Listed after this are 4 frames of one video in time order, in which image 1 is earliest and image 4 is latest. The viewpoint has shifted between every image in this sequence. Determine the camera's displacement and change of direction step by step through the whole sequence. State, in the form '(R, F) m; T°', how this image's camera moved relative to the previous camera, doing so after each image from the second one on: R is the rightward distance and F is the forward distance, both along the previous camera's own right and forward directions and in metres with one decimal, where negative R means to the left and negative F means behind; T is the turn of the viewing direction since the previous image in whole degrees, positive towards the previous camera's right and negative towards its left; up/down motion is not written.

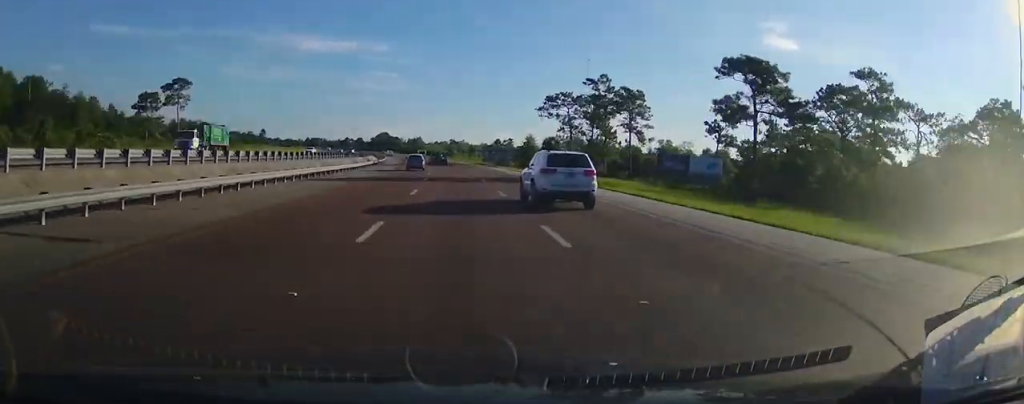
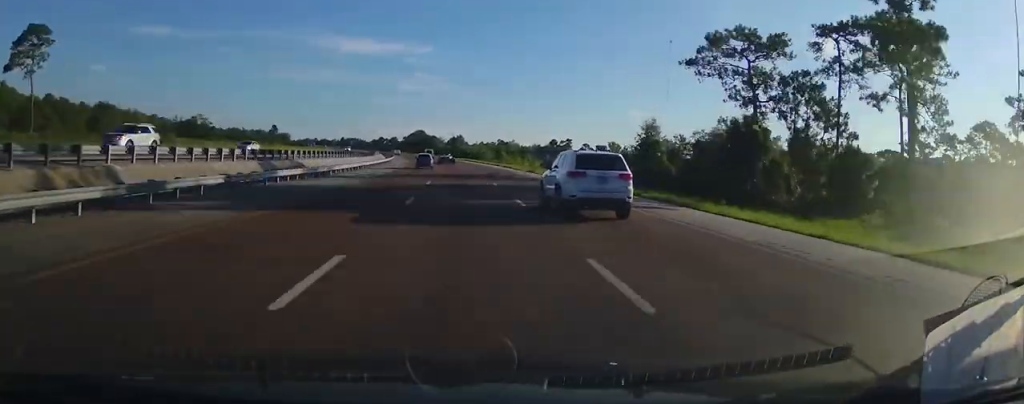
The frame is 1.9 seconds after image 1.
(-4.4, +65.6) m; -4°
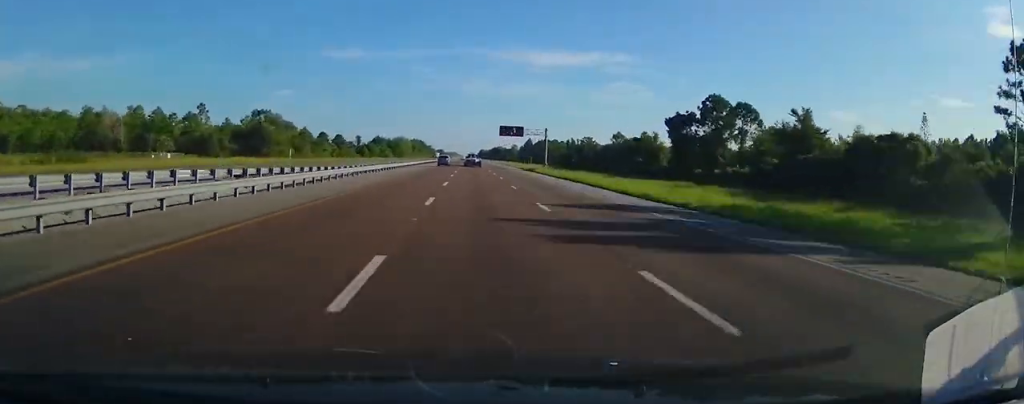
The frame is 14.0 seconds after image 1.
(-77.7, +417.3) m; -15°
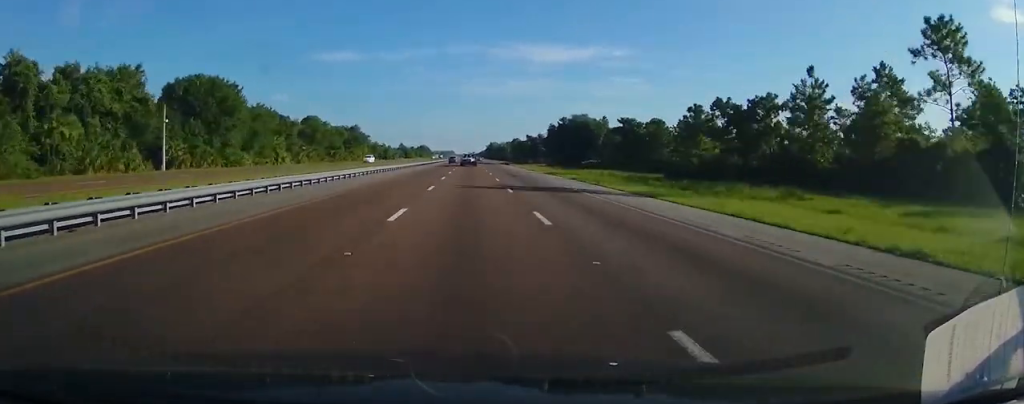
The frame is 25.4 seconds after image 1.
(+1.6, +391.9) m; 0°
